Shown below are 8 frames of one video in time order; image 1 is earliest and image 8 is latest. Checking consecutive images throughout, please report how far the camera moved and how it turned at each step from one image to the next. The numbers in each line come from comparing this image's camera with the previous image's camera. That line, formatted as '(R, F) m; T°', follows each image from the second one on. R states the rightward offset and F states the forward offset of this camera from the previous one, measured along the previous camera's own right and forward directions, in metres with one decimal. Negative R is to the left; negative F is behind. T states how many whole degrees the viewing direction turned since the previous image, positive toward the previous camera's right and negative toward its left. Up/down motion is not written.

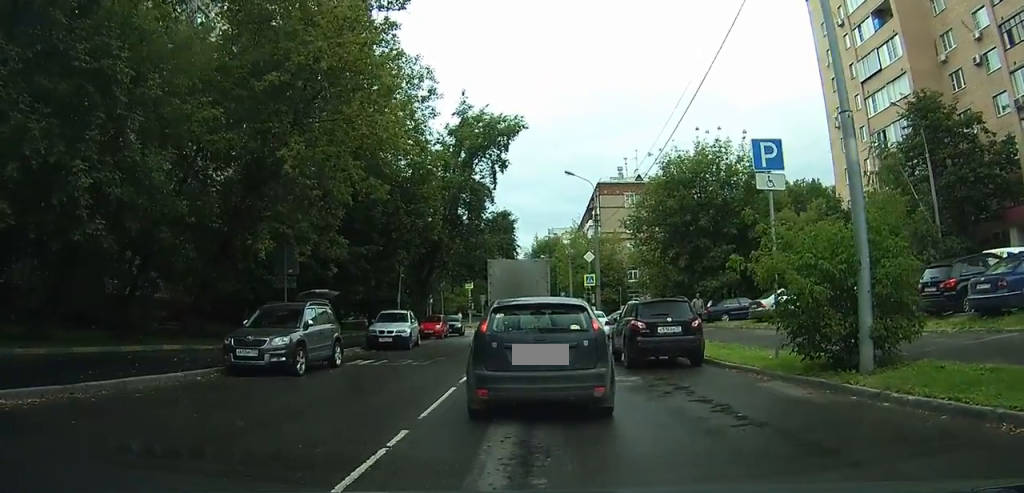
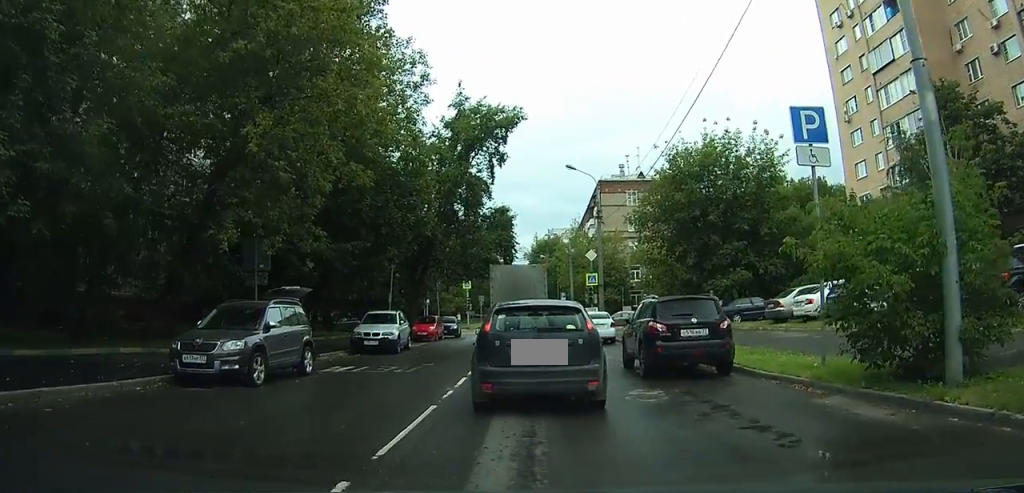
(-0.2, +2.2) m; -3°
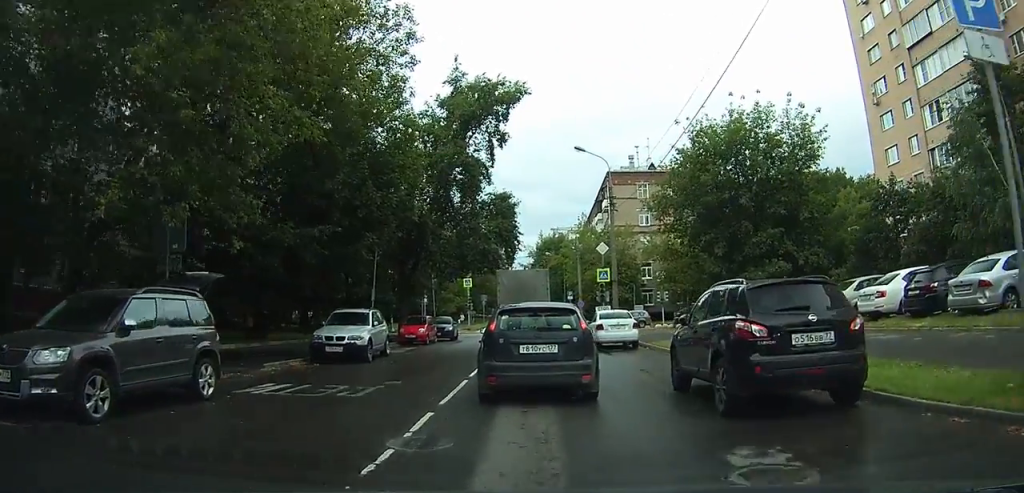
(0.0, +4.5) m; +2°
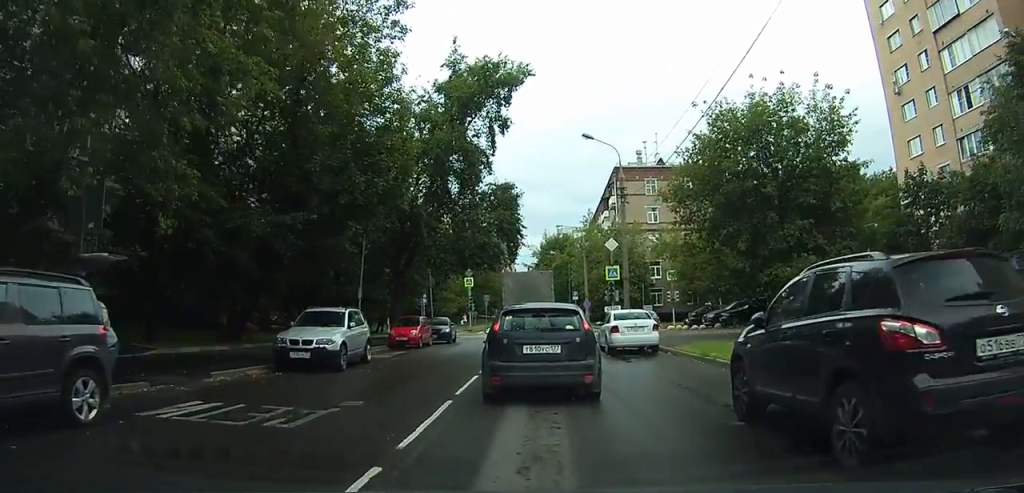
(0.0, +2.6) m; +1°
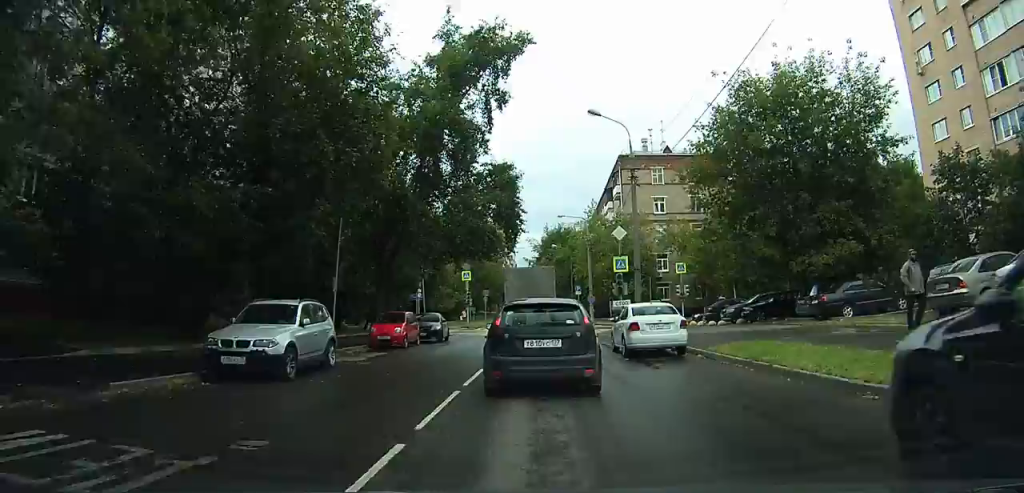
(0.0, +3.3) m; +1°
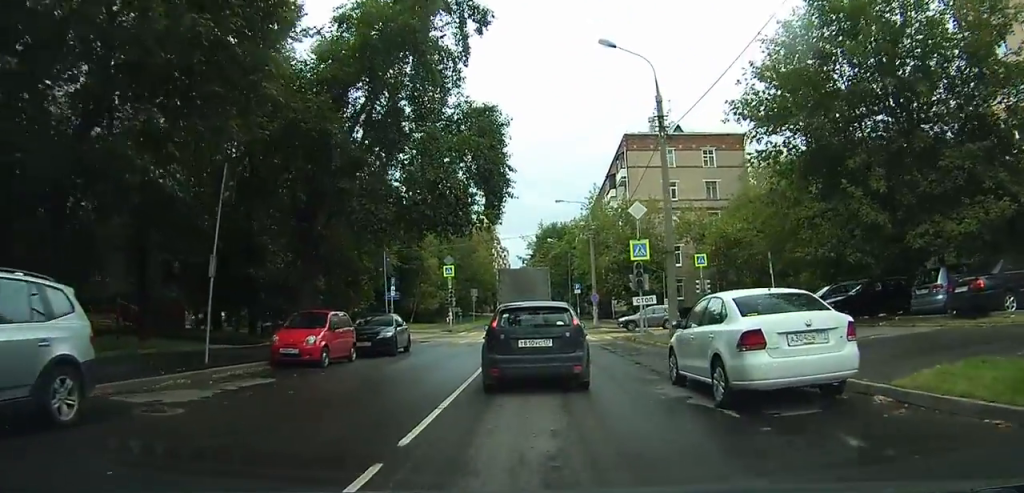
(+0.2, +8.7) m; +1°
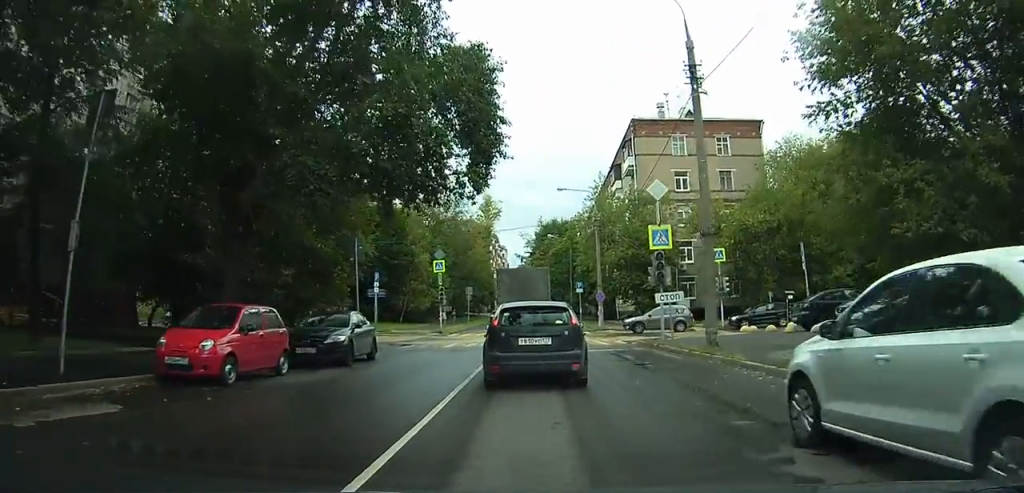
(0.0, +5.2) m; +1°
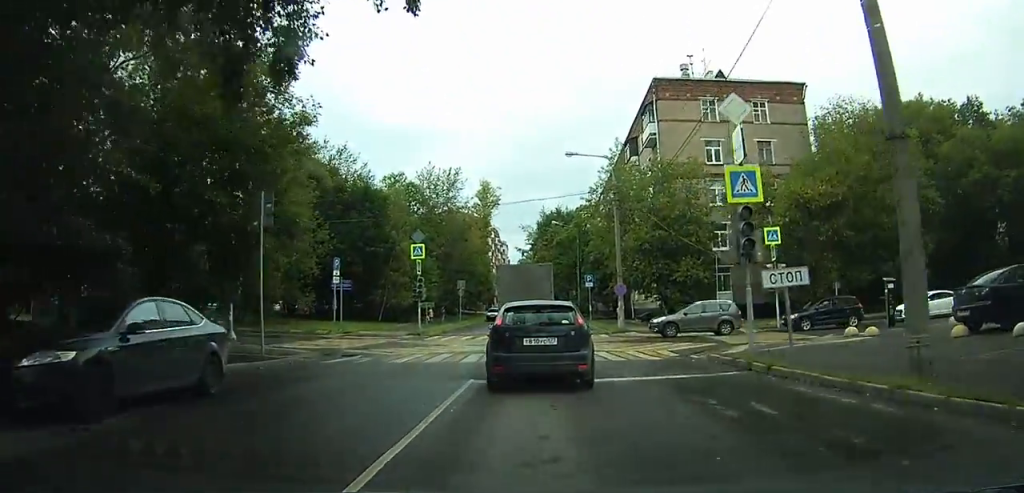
(+0.3, +9.9) m; +2°
